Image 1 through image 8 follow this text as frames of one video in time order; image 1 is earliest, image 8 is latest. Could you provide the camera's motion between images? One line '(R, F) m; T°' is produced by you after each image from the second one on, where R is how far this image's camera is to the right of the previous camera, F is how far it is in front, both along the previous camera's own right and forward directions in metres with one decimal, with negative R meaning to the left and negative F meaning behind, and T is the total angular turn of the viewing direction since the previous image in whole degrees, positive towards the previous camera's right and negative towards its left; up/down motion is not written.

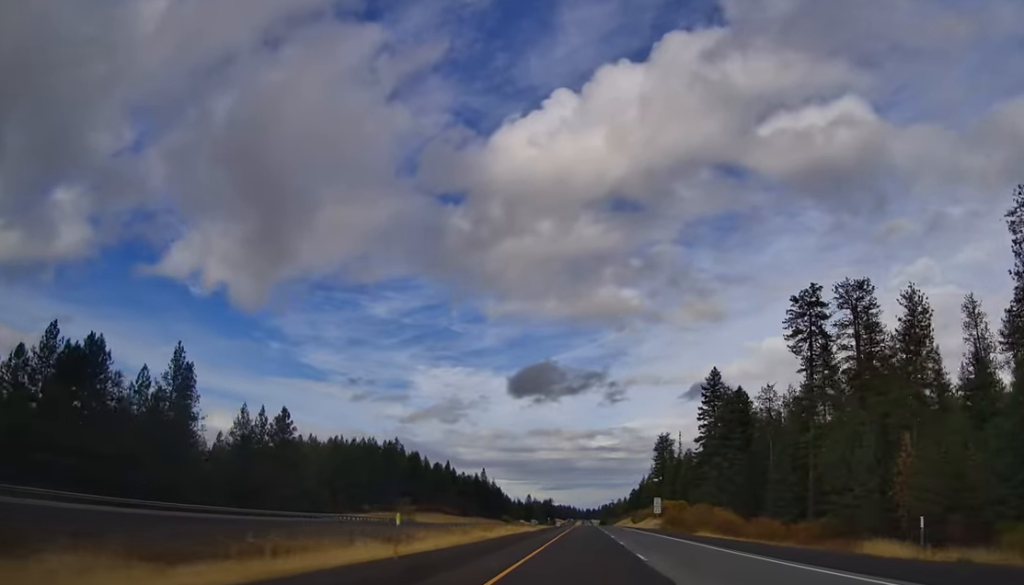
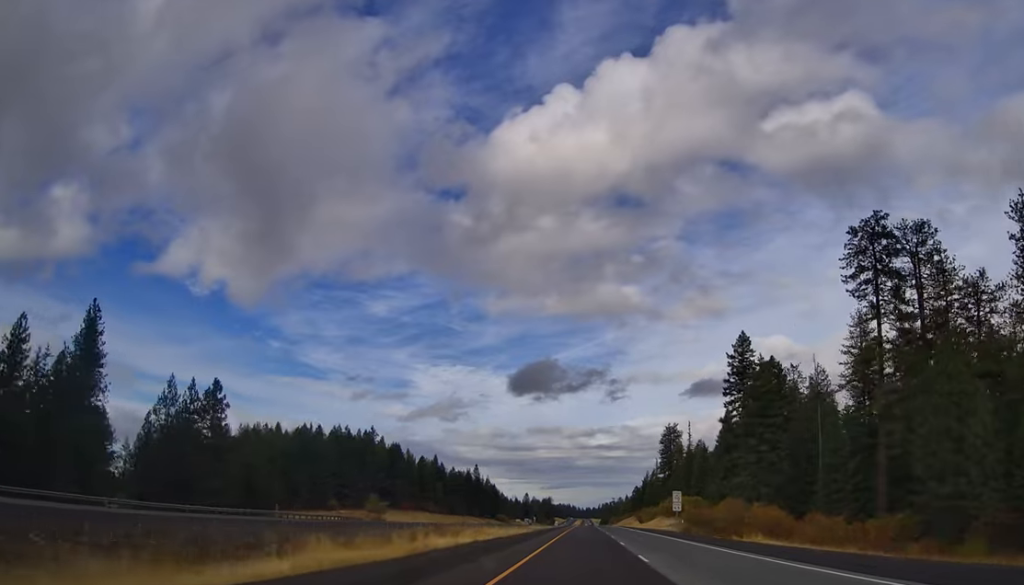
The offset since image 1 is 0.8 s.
(+0.9, +25.6) m; 0°
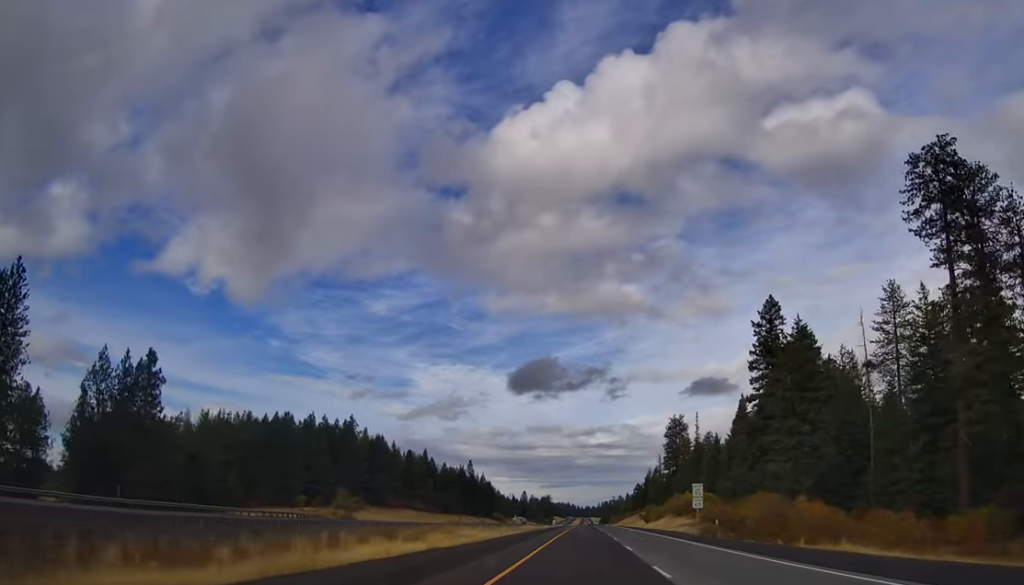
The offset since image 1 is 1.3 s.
(-0.4, +17.7) m; -1°
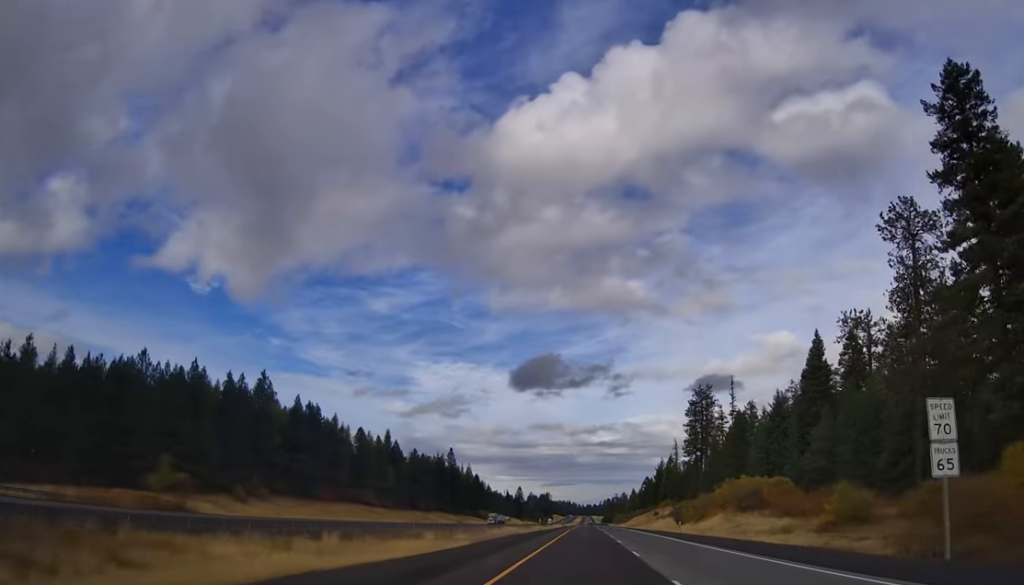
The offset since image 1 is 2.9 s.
(-0.9, +53.1) m; -1°
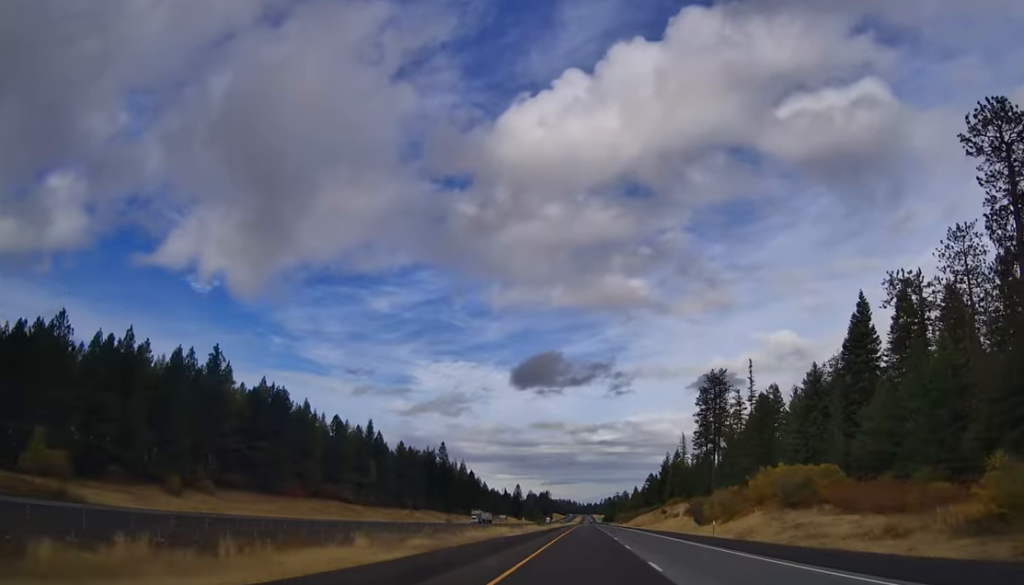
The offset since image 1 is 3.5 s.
(+0.1, +18.9) m; 0°
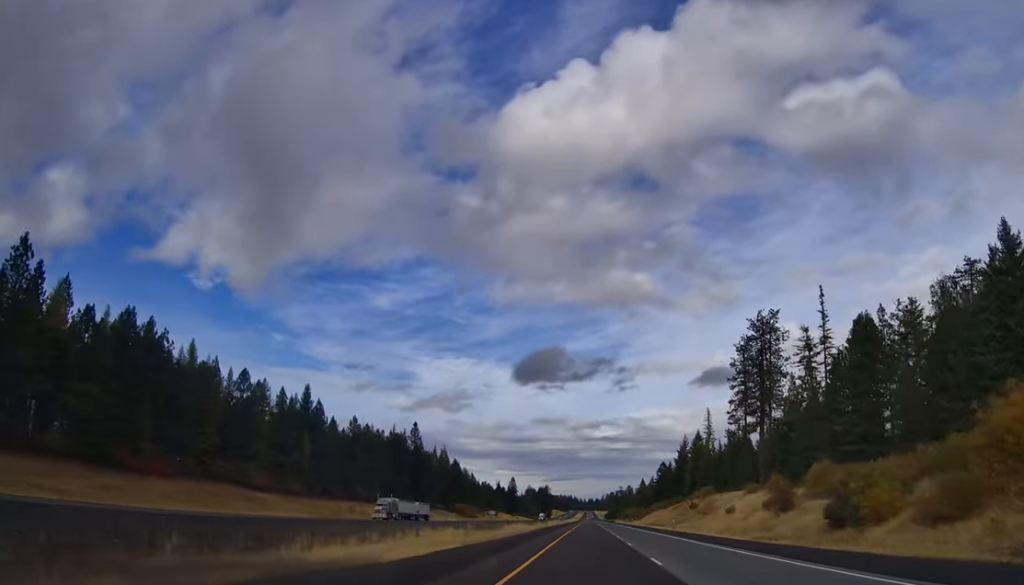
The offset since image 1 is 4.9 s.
(-0.1, +47.6) m; -1°
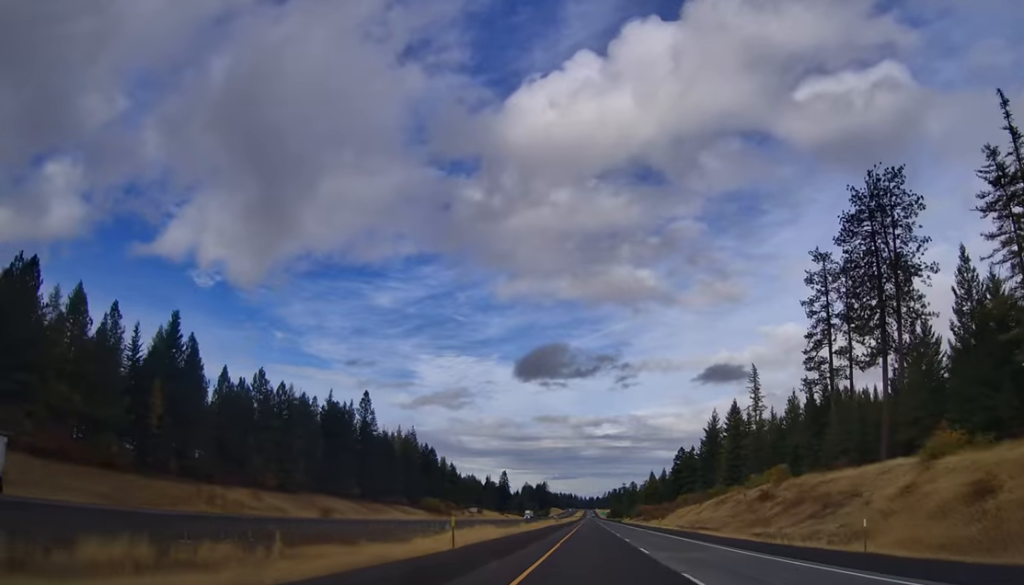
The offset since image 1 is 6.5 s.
(+1.1, +54.4) m; +1°
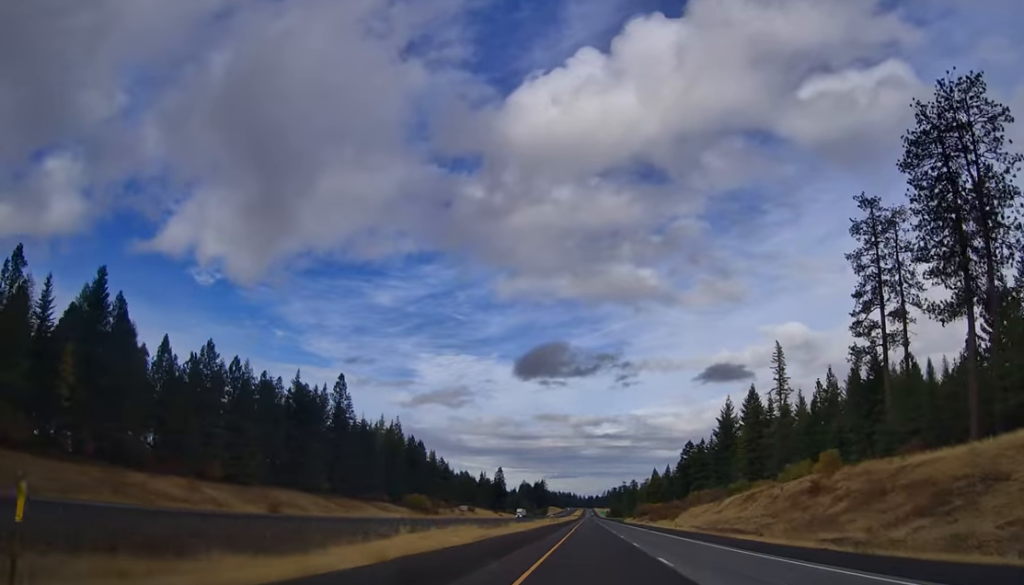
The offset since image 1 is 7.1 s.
(0.0, +18.9) m; 0°
